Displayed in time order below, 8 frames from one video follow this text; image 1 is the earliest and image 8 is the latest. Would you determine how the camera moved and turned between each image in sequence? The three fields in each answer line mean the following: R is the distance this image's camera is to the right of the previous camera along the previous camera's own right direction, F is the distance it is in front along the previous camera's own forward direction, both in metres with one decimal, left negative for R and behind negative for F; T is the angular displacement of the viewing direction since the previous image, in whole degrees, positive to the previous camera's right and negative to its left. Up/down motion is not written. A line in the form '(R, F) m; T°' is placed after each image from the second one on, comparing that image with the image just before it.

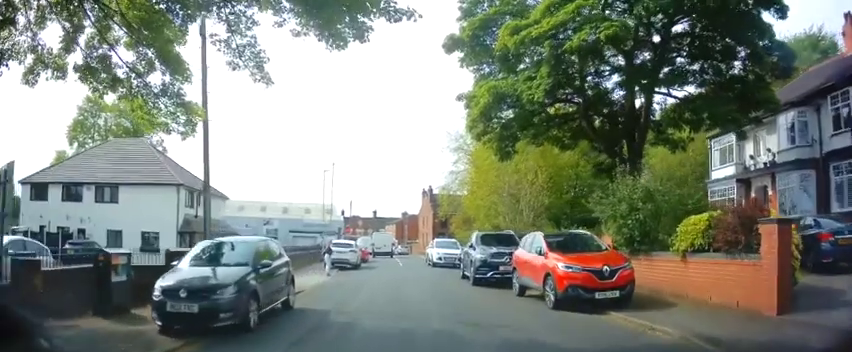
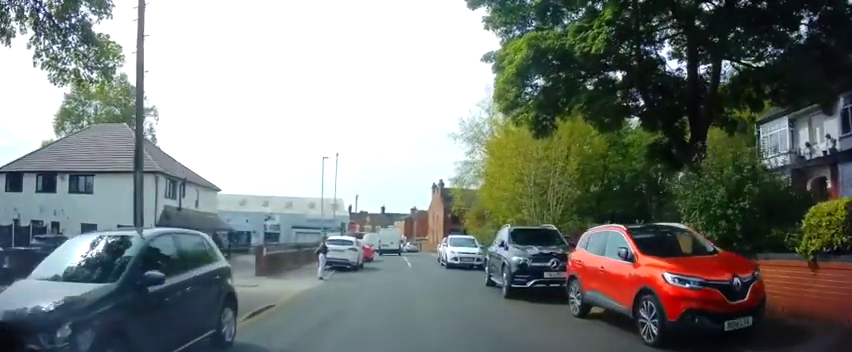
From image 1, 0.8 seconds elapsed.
(+0.1, +3.7) m; +1°
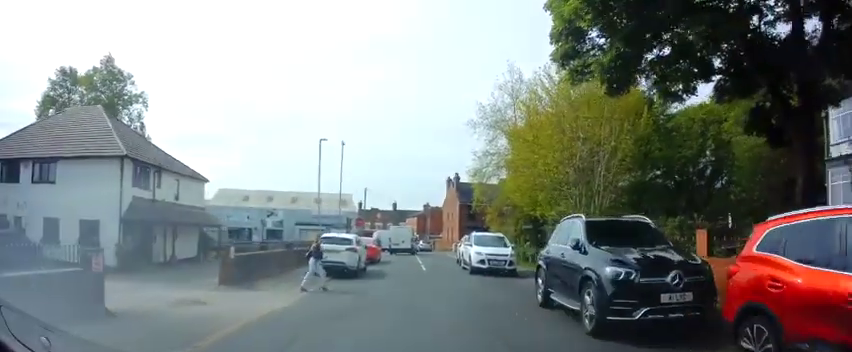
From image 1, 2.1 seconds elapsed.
(0.0, +4.8) m; 0°
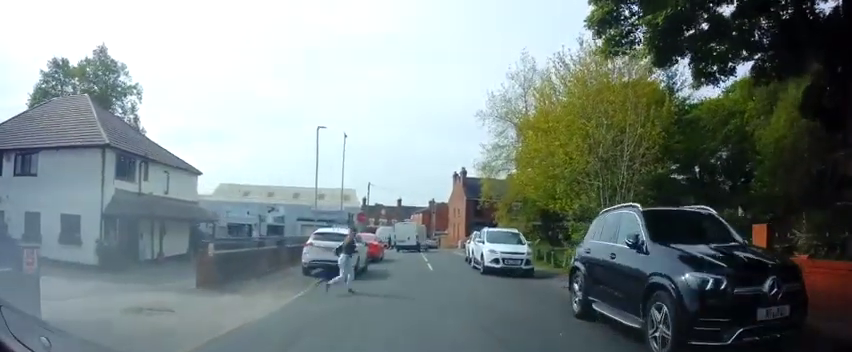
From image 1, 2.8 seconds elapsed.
(0.0, +2.1) m; -1°
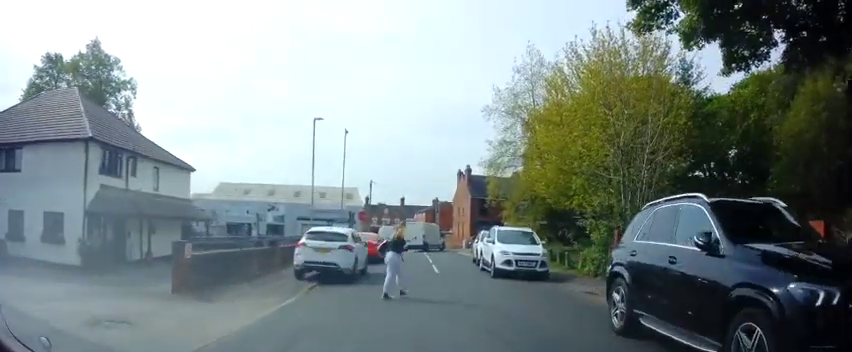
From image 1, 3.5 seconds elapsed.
(0.0, +1.8) m; -2°
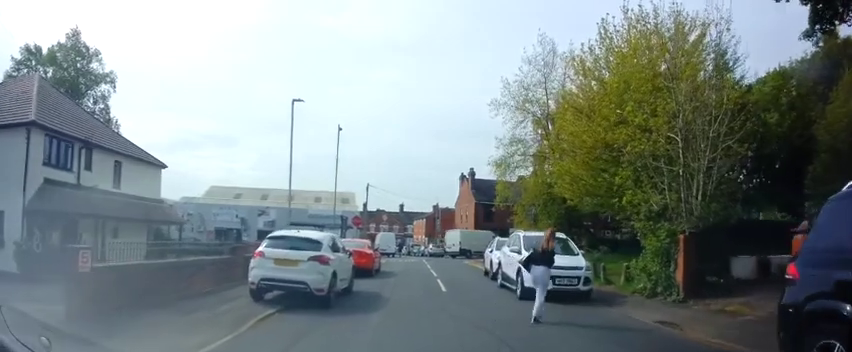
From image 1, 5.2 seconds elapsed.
(-0.4, +4.0) m; -4°
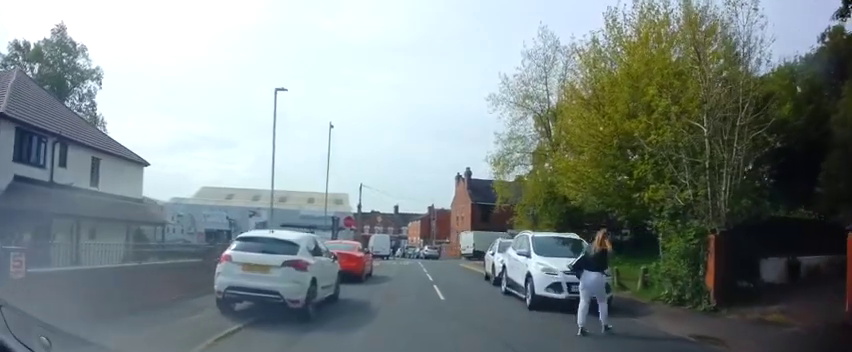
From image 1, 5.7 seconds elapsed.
(+0.1, +1.5) m; +1°
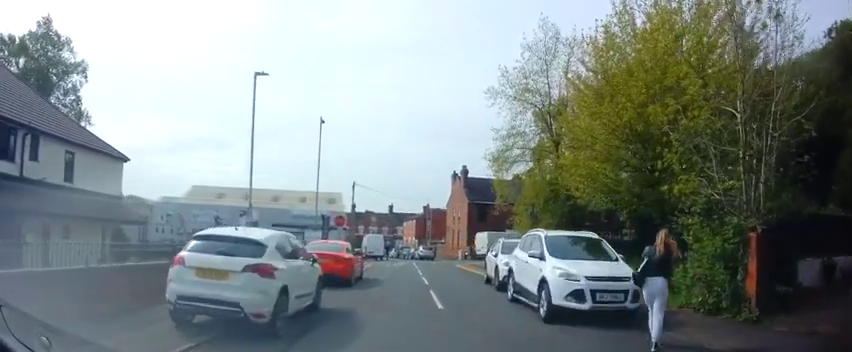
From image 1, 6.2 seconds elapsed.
(+0.1, +1.4) m; 0°
